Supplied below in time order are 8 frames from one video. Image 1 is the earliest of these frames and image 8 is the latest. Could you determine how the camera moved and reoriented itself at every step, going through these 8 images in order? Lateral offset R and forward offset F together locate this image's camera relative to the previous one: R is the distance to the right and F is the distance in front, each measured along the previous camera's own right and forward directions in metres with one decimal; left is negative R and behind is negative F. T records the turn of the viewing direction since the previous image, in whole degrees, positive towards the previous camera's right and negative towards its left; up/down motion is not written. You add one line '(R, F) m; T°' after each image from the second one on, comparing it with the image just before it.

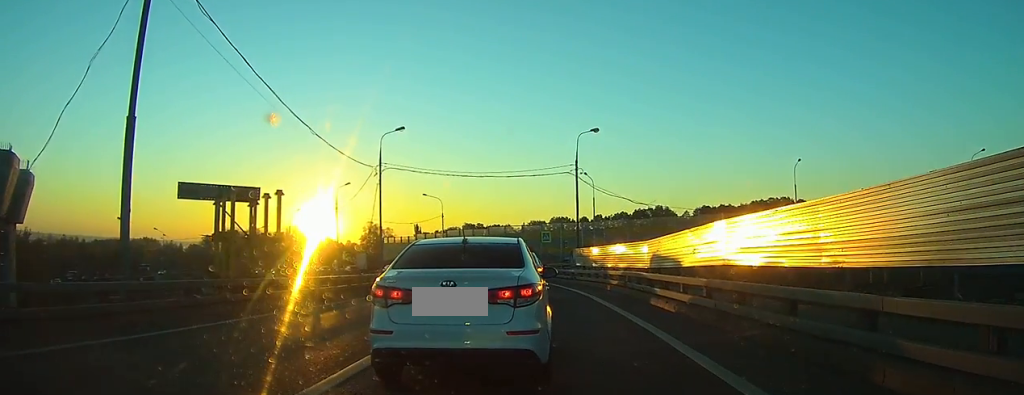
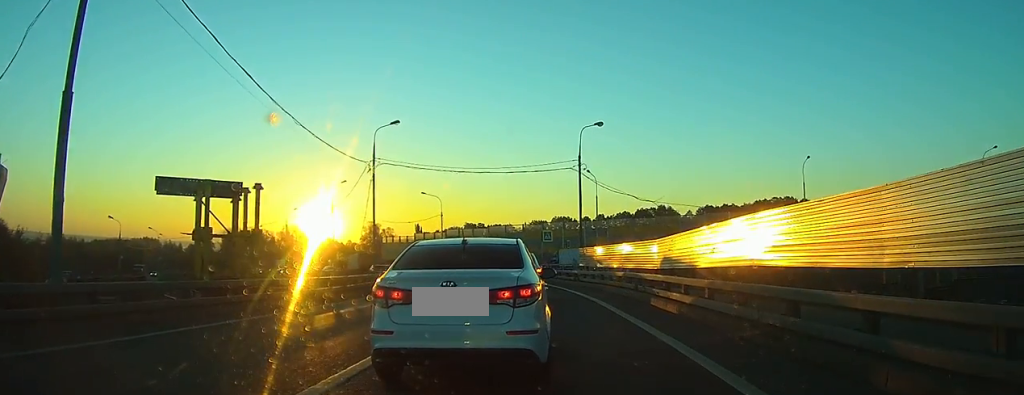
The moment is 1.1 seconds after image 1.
(0.0, +2.3) m; 0°
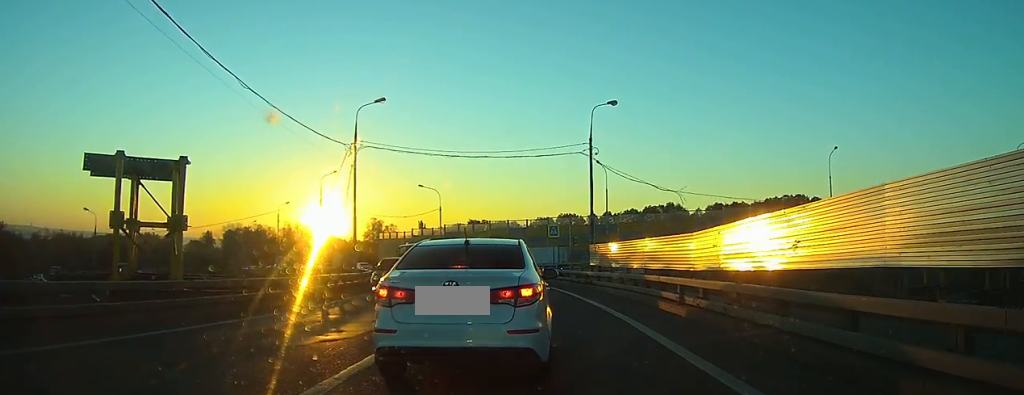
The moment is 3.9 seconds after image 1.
(-0.1, +5.8) m; +1°
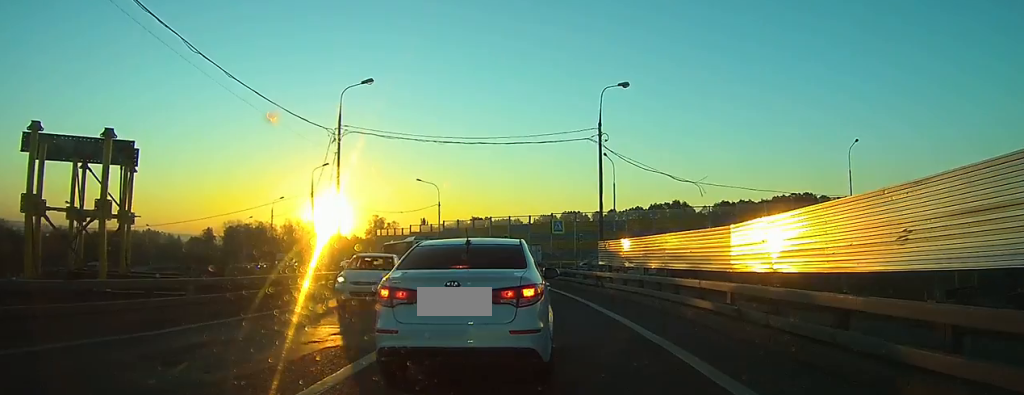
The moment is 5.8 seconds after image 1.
(+0.1, +4.0) m; +2°
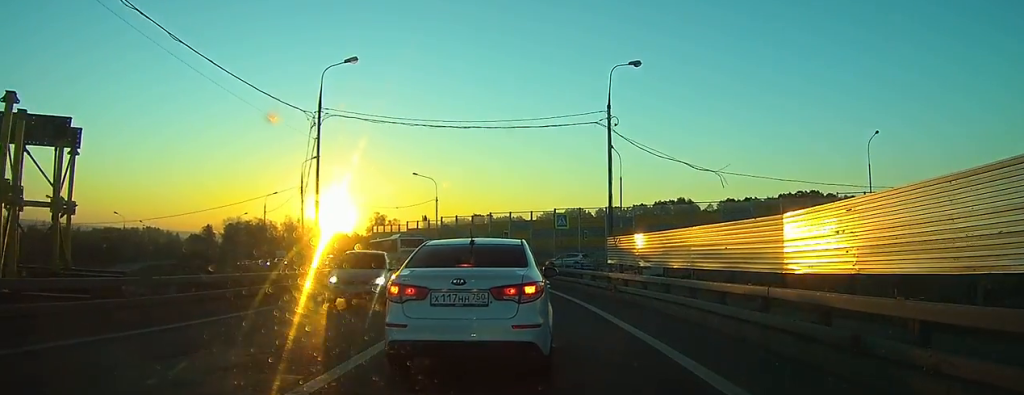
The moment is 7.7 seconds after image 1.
(0.0, +4.0) m; 0°
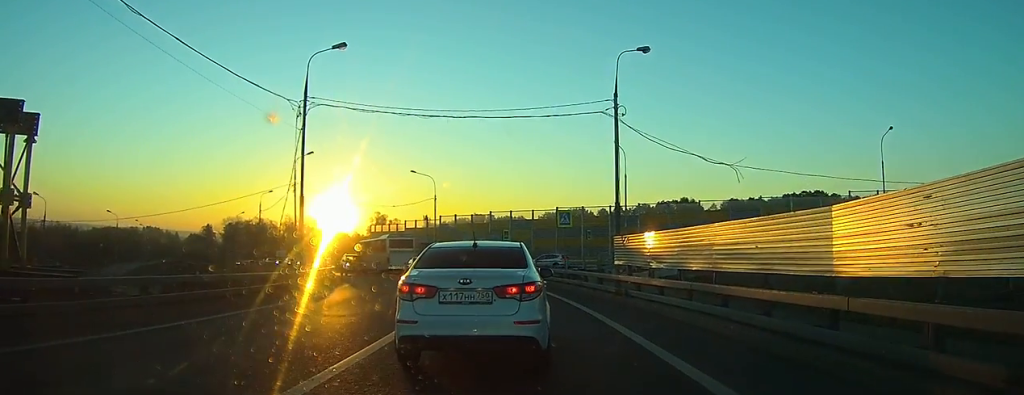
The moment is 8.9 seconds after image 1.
(0.0, +2.7) m; -1°
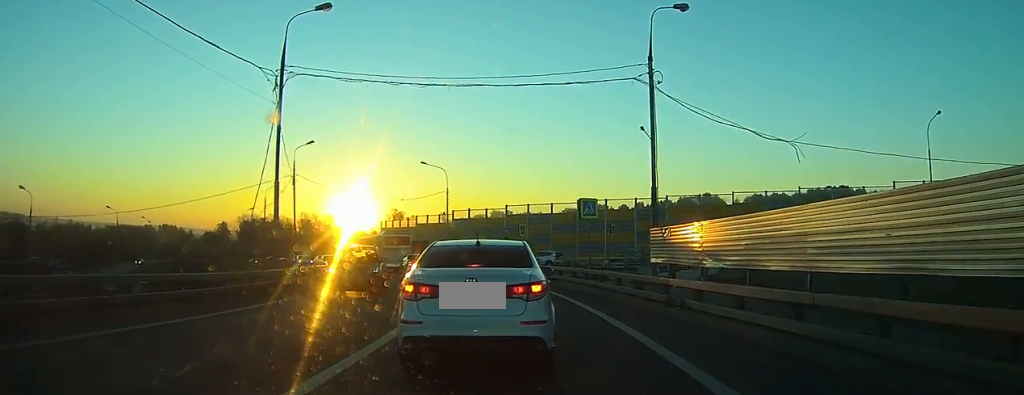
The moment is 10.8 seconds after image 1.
(-0.1, +4.5) m; -5°
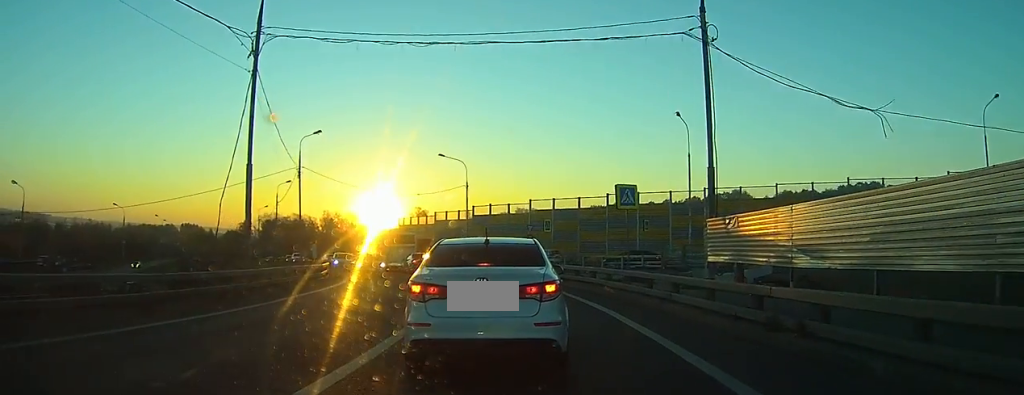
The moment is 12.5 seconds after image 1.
(-0.2, +3.9) m; -8°
